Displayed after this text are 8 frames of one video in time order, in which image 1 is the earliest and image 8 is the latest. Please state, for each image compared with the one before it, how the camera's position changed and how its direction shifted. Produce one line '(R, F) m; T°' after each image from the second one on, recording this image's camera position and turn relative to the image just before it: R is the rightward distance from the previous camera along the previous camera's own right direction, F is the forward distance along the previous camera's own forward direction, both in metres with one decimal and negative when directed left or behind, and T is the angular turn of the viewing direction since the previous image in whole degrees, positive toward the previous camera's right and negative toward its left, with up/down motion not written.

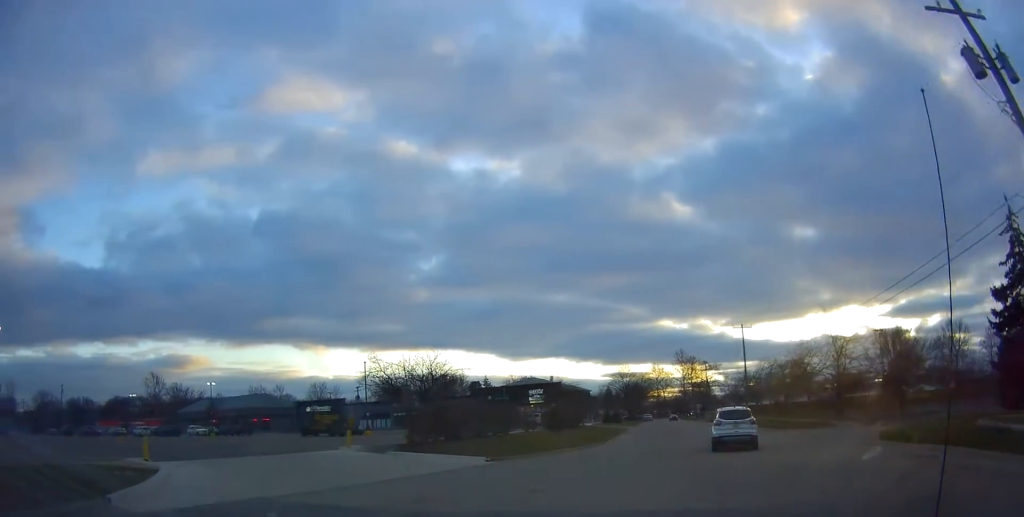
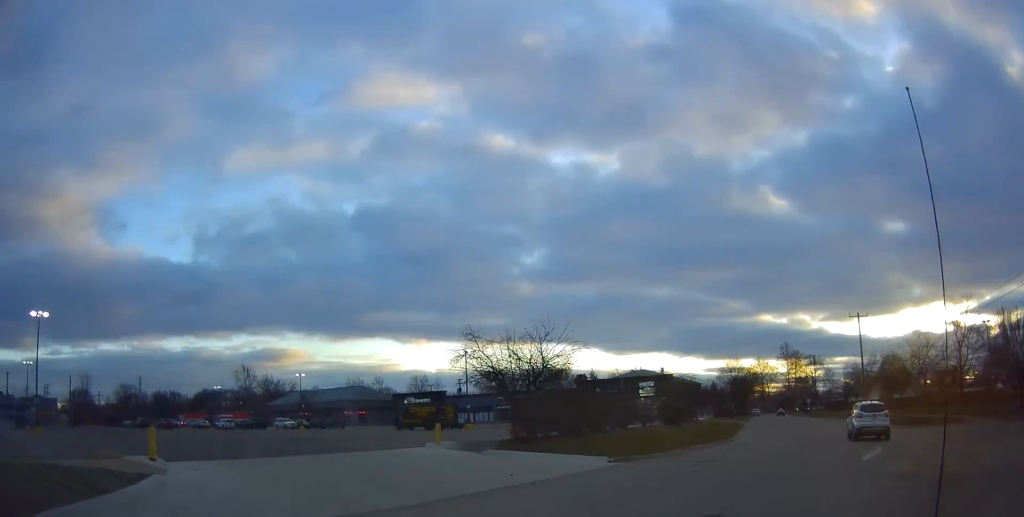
(0.0, +4.5) m; -5°
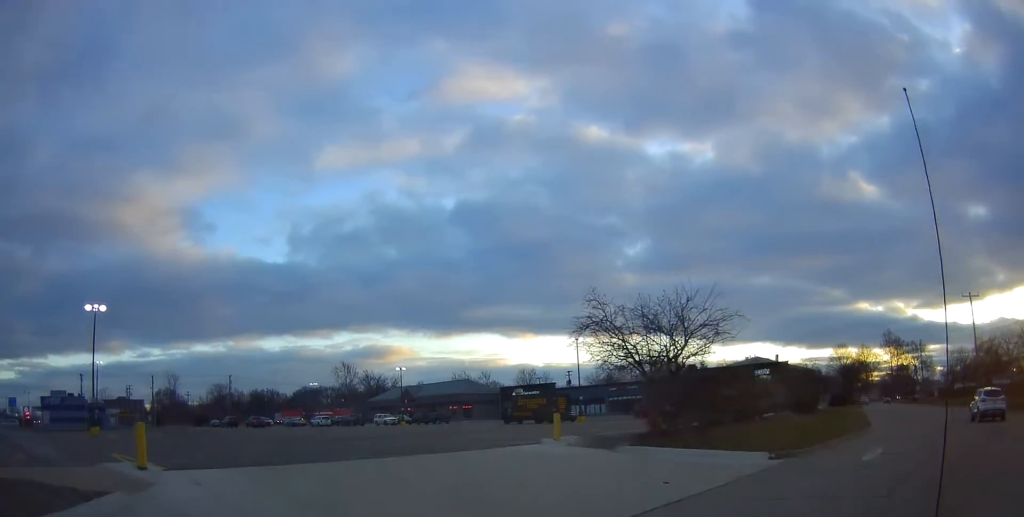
(-0.2, +4.2) m; -8°
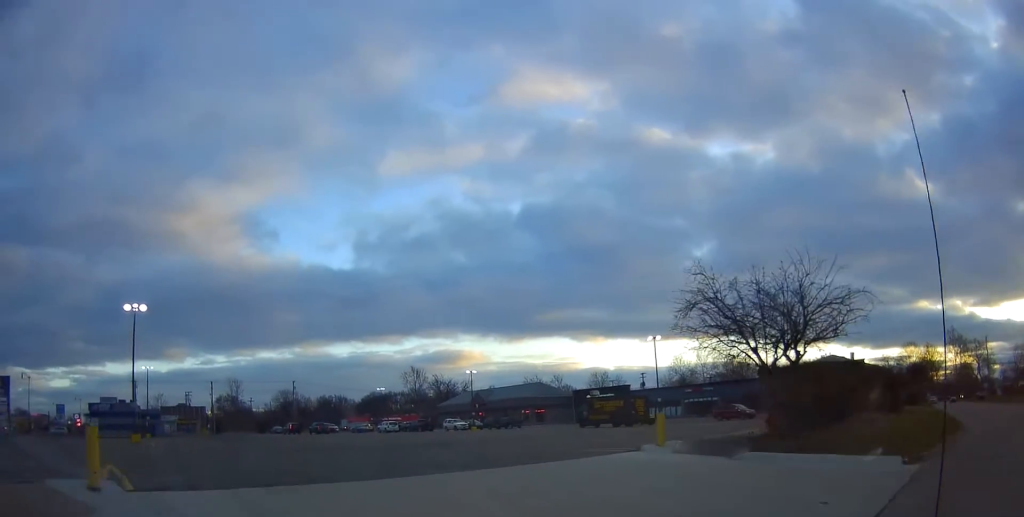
(-0.1, +3.1) m; -9°
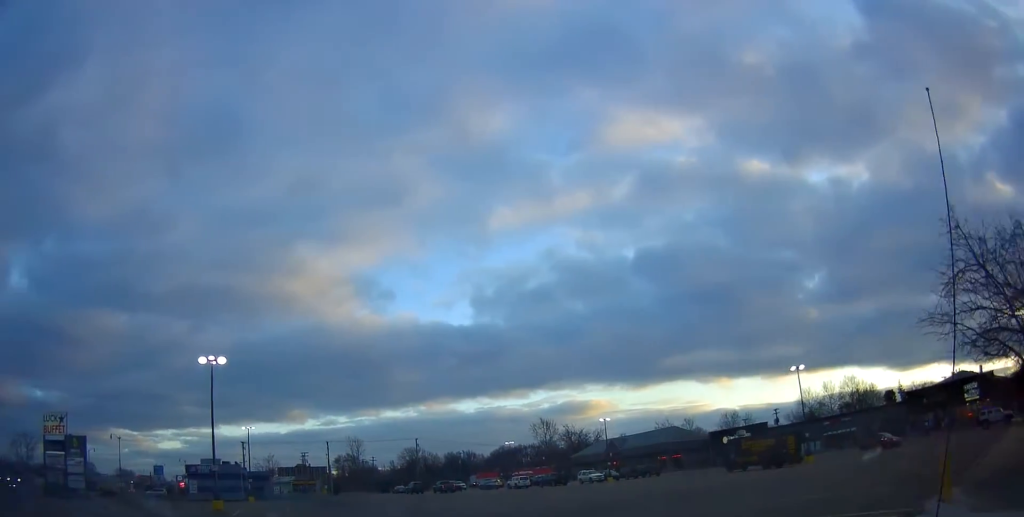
(-1.1, +5.4) m; -19°
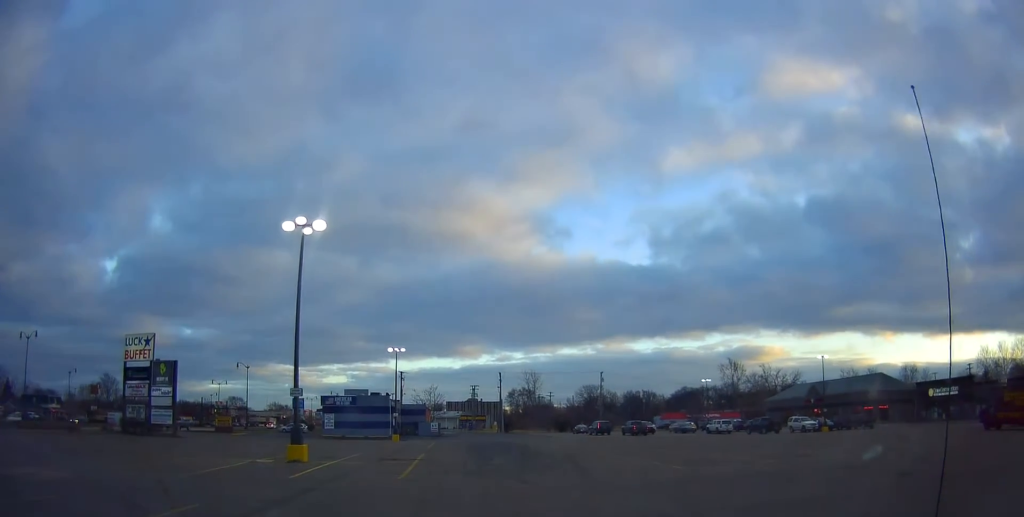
(-3.3, +14.1) m; -15°
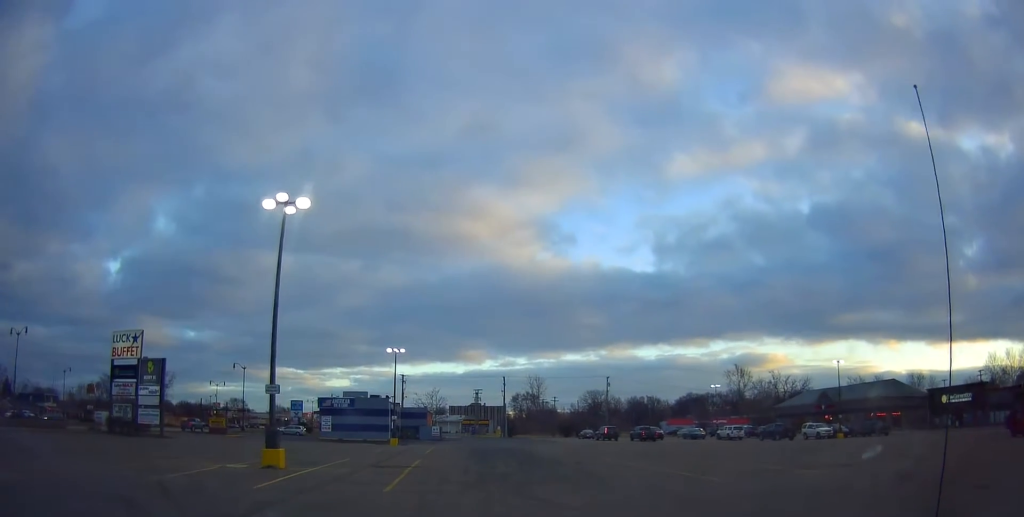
(0.0, +3.0) m; 0°
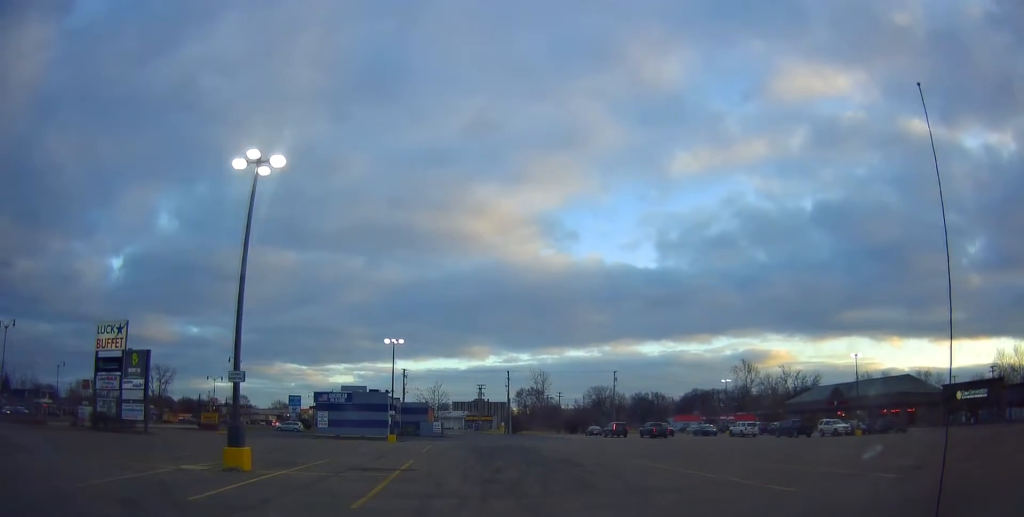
(0.0, +3.3) m; -2°
